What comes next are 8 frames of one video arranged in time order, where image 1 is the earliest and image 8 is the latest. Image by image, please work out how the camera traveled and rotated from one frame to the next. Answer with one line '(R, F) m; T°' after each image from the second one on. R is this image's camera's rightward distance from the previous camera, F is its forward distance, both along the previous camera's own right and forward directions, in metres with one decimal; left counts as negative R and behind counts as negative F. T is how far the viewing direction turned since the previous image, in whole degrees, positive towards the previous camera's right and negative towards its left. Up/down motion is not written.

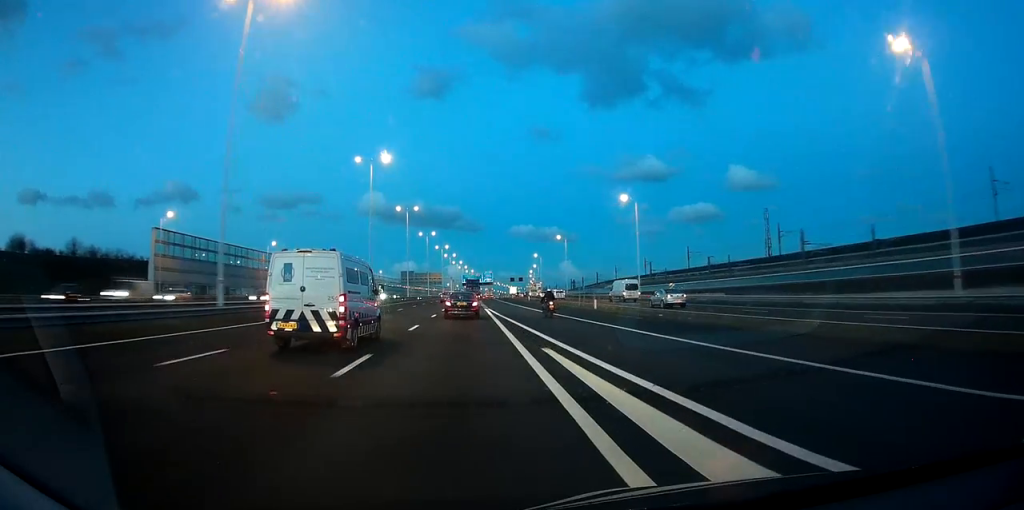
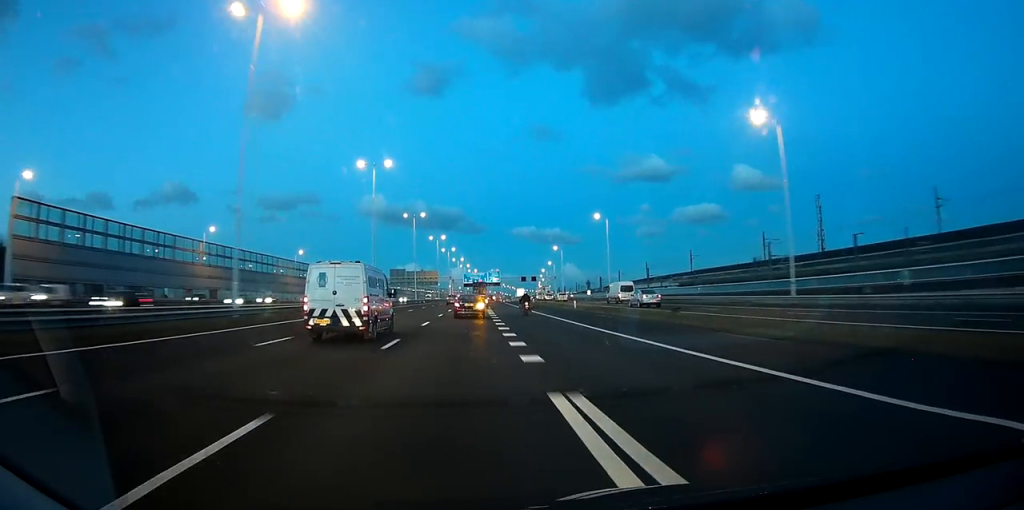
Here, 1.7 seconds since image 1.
(0.0, +42.0) m; 0°
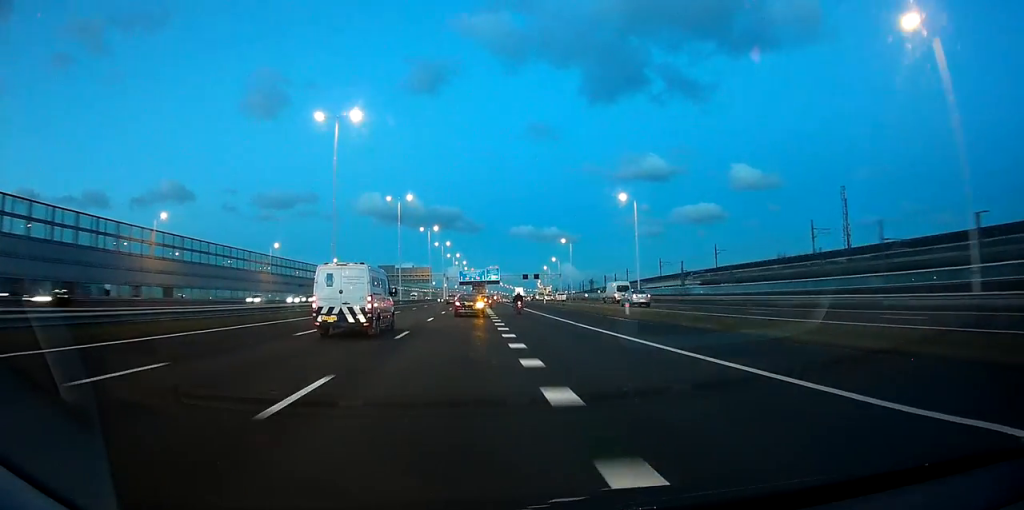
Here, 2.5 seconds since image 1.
(-0.2, +19.9) m; 0°
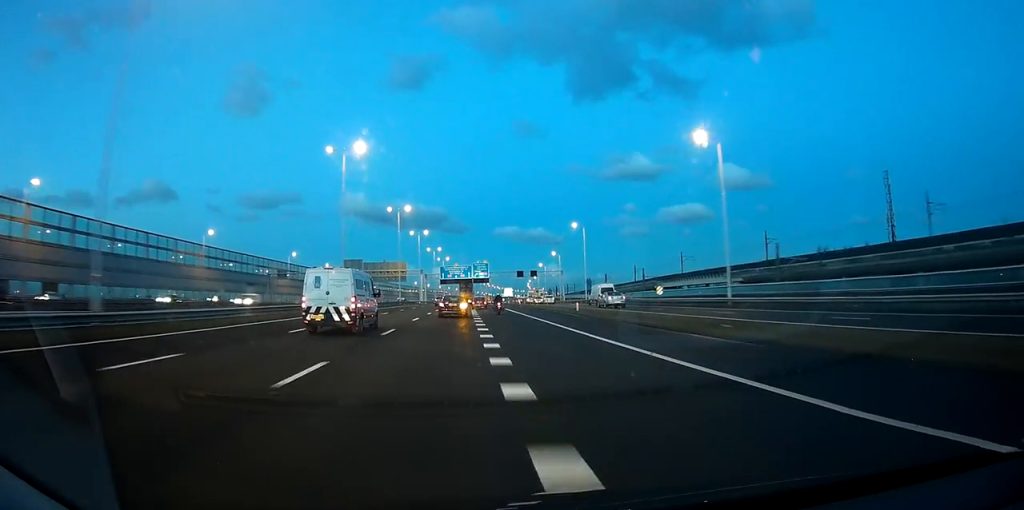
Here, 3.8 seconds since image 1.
(+0.4, +33.7) m; +1°
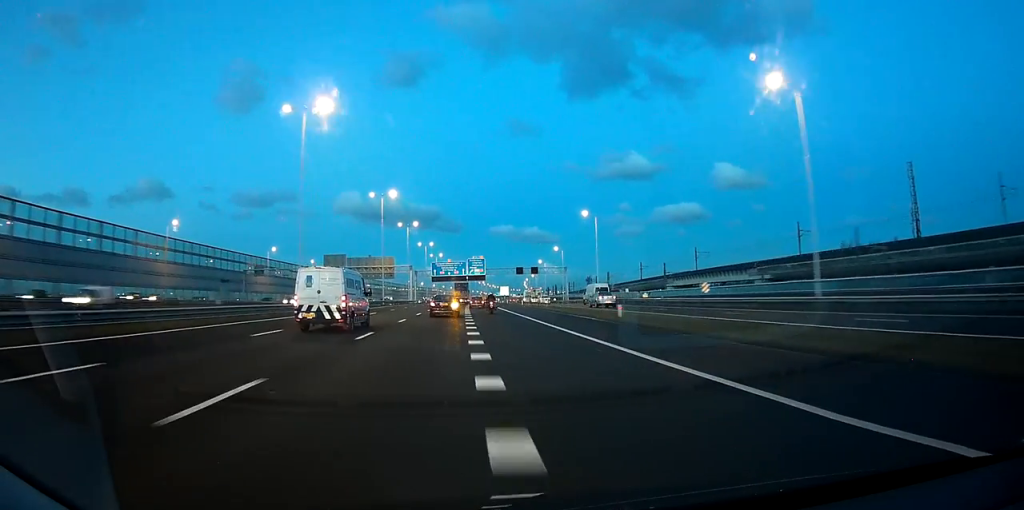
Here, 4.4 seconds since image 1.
(0.0, +14.6) m; 0°
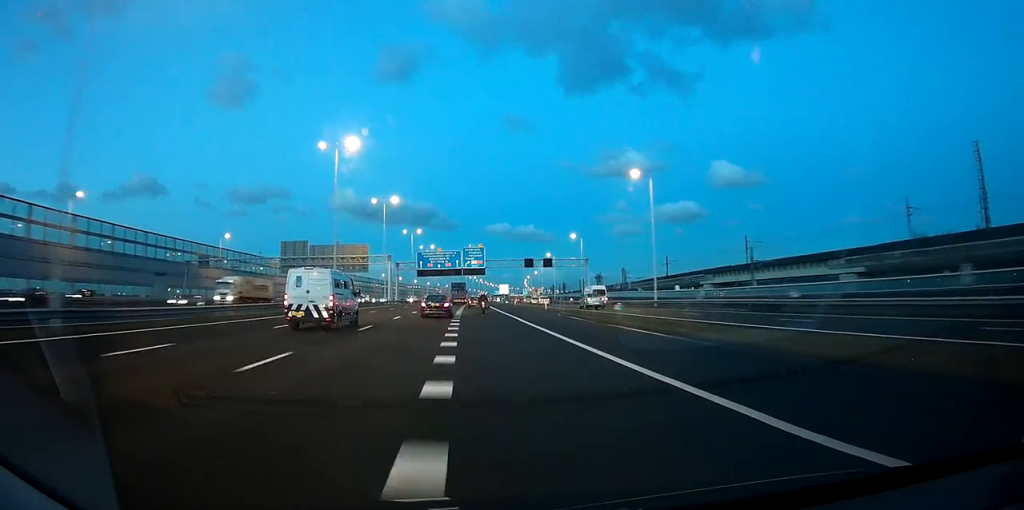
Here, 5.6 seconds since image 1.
(+0.1, +31.2) m; 0°
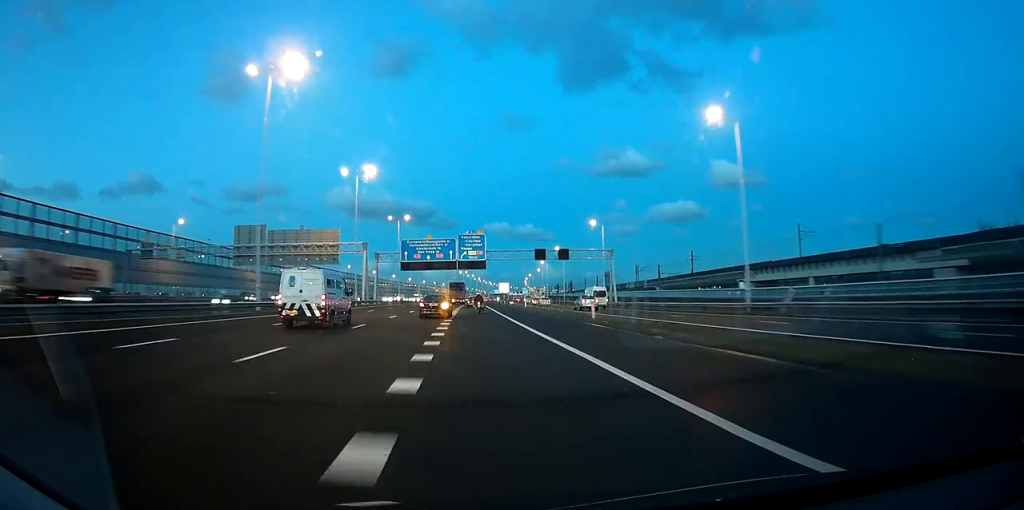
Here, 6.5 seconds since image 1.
(0.0, +22.7) m; +1°
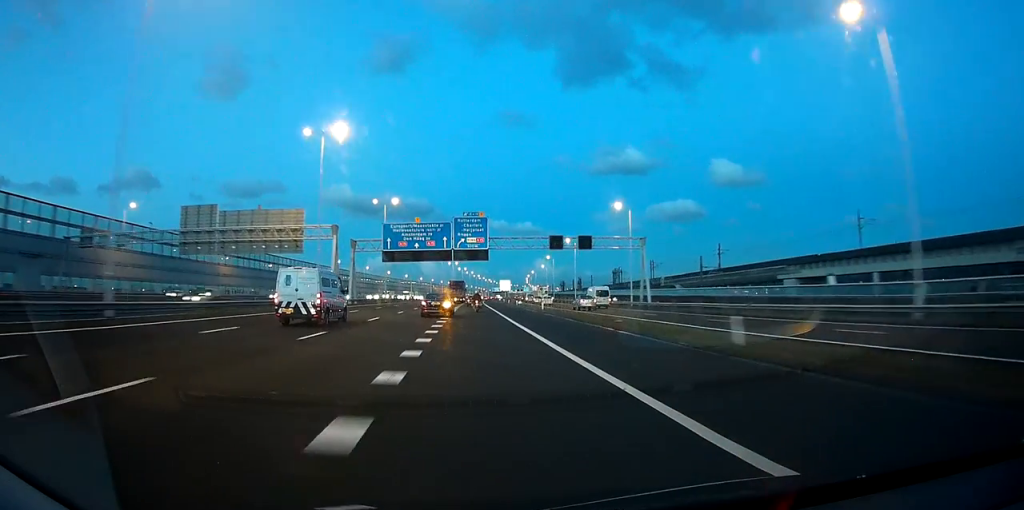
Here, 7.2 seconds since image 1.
(+0.1, +18.4) m; 0°
